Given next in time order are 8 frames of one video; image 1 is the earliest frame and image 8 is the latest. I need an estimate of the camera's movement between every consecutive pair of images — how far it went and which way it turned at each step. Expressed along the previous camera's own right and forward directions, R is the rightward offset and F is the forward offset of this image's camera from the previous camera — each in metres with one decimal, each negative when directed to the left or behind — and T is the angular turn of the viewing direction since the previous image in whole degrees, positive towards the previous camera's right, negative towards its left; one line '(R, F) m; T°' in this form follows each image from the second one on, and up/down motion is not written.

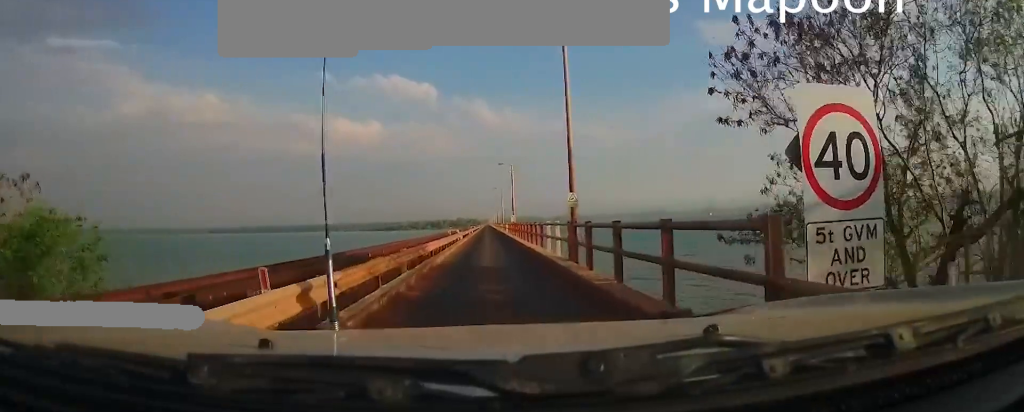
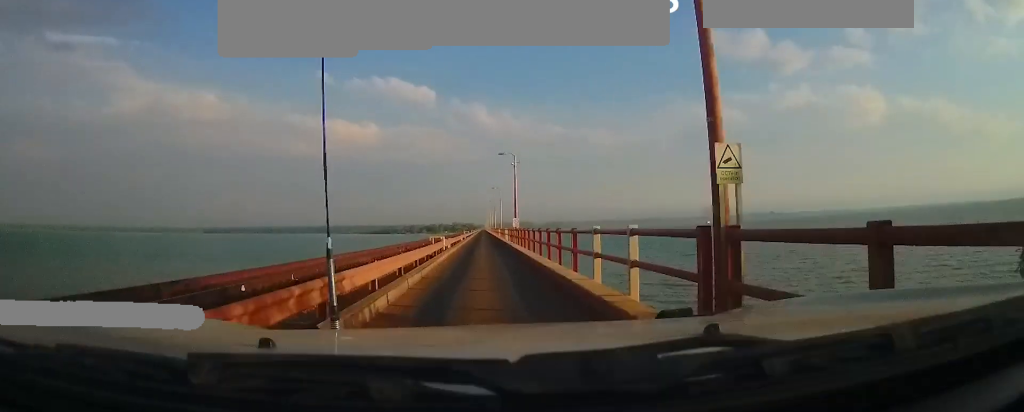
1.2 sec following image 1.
(0.0, +10.4) m; 0°
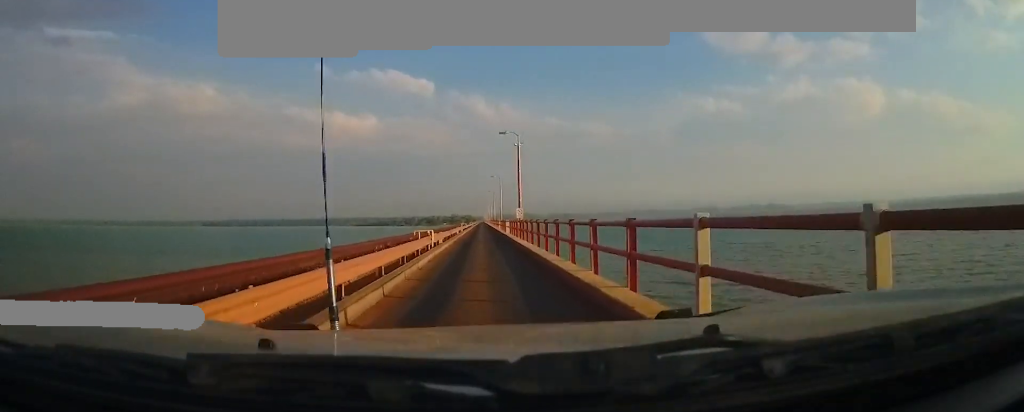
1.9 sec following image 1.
(0.0, +6.1) m; 0°
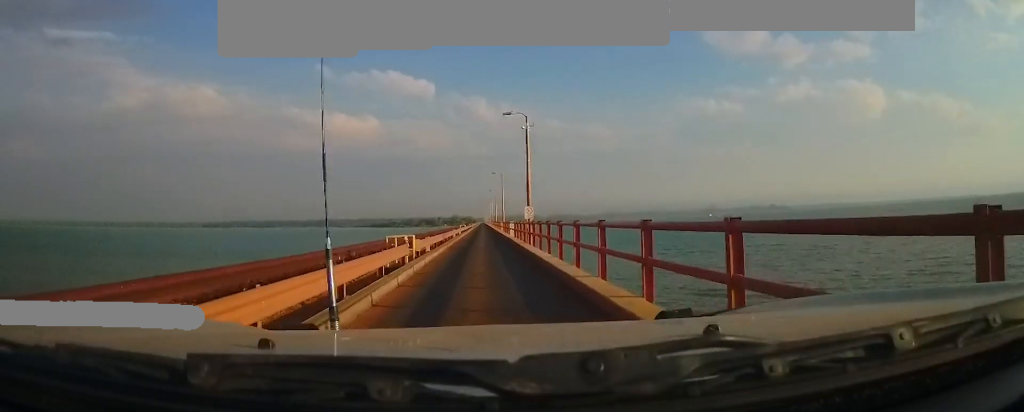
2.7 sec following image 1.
(0.0, +7.4) m; 0°
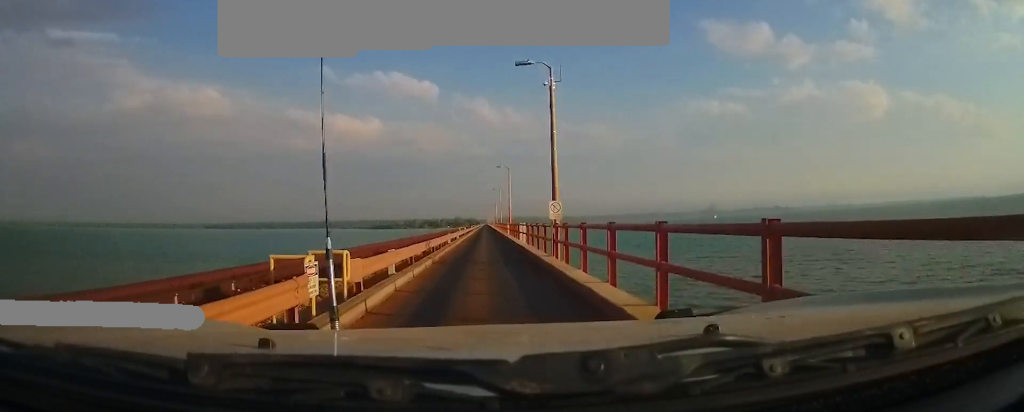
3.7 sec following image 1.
(0.0, +9.9) m; 0°
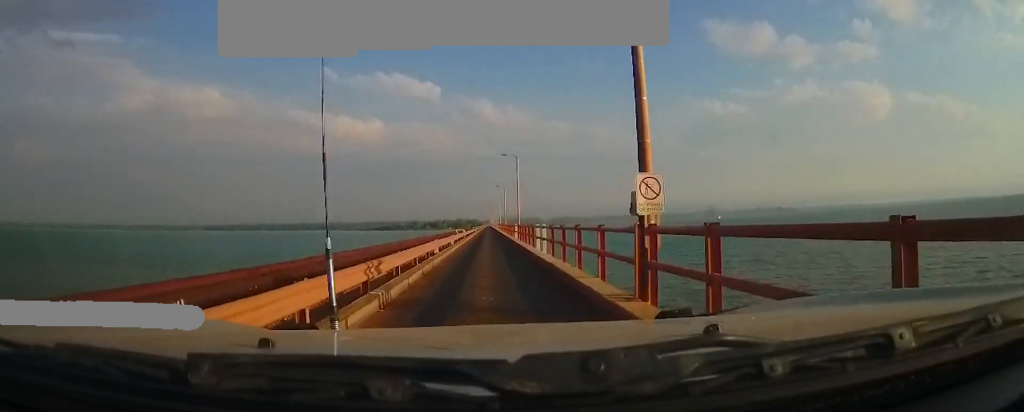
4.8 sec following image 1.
(0.0, +11.3) m; -1°
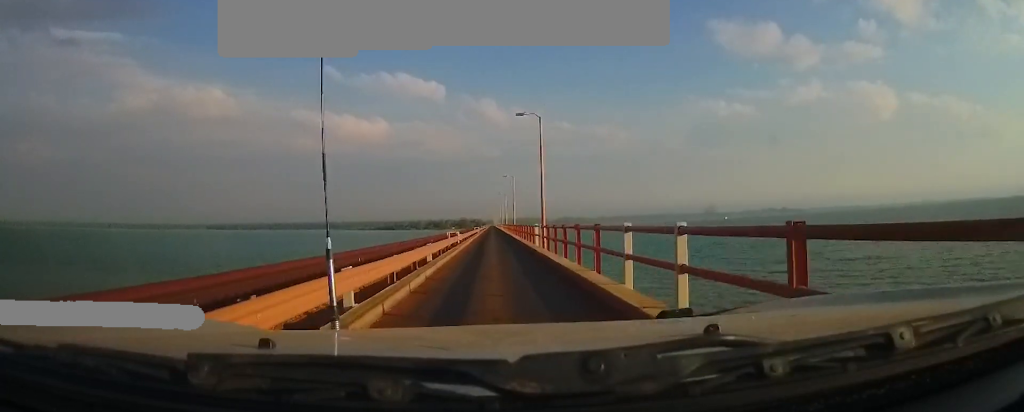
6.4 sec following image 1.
(-0.6, +17.1) m; -1°
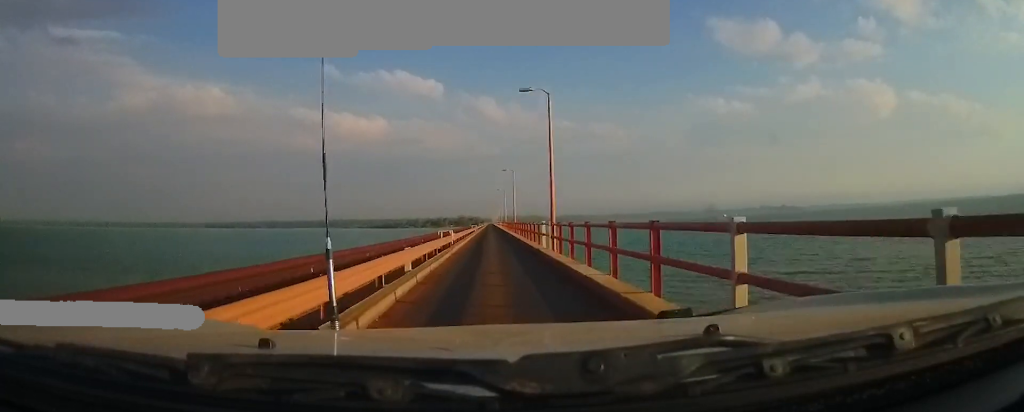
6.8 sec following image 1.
(+0.2, +5.5) m; +1°
